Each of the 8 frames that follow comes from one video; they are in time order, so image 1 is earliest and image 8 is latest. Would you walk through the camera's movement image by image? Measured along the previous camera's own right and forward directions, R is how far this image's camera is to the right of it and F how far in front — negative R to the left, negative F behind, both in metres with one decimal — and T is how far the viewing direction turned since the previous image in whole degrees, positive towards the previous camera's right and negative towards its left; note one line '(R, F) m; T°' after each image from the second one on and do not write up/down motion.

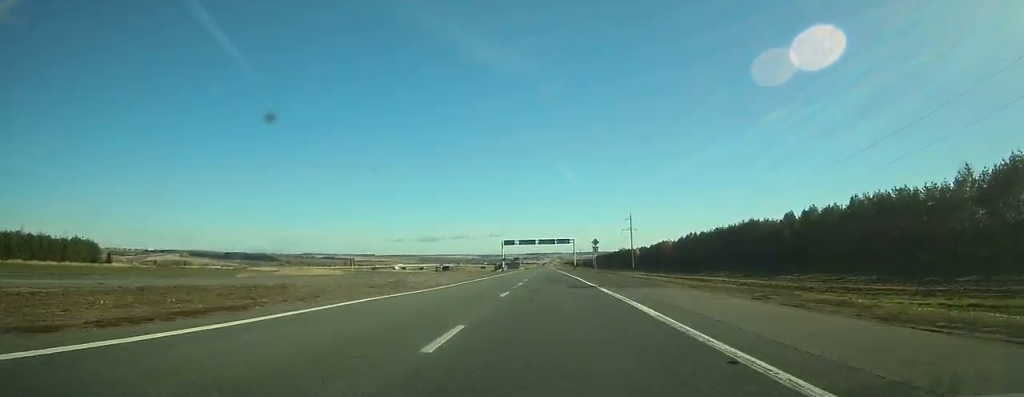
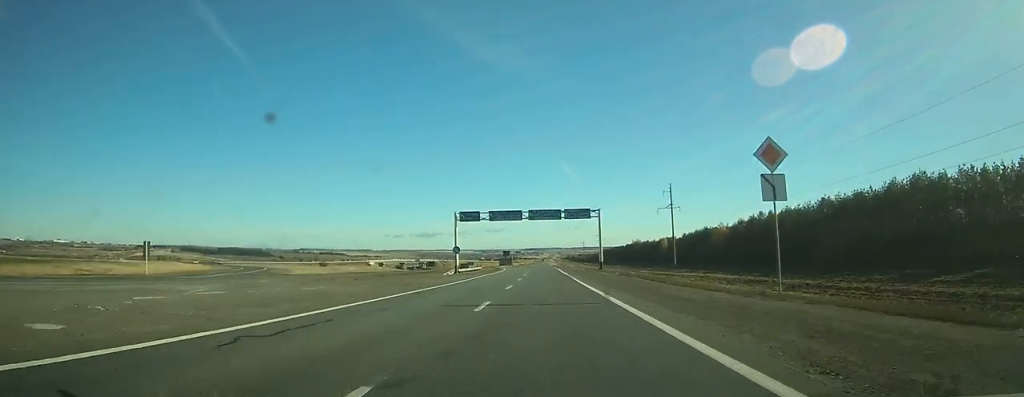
(-0.1, +96.1) m; 0°
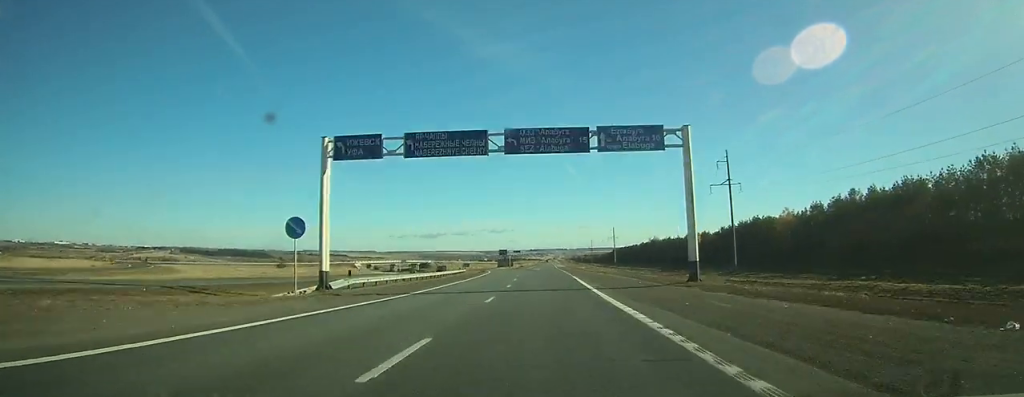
(+0.1, +50.5) m; 0°
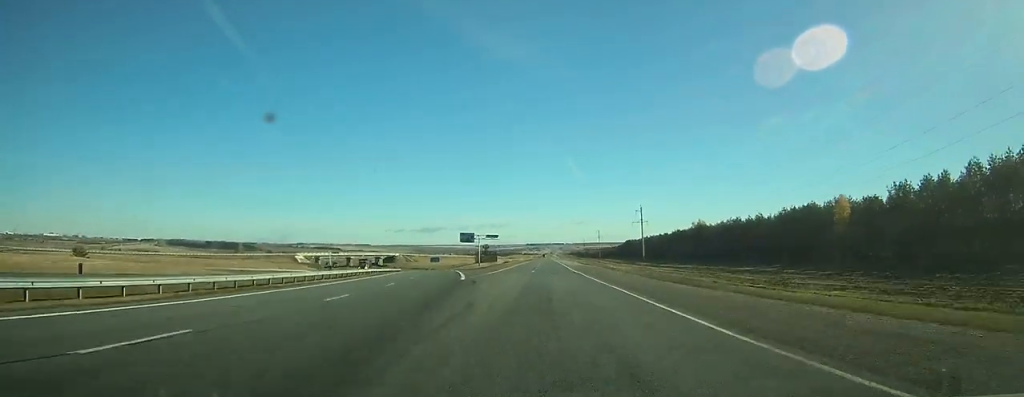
(-0.2, +98.3) m; 0°
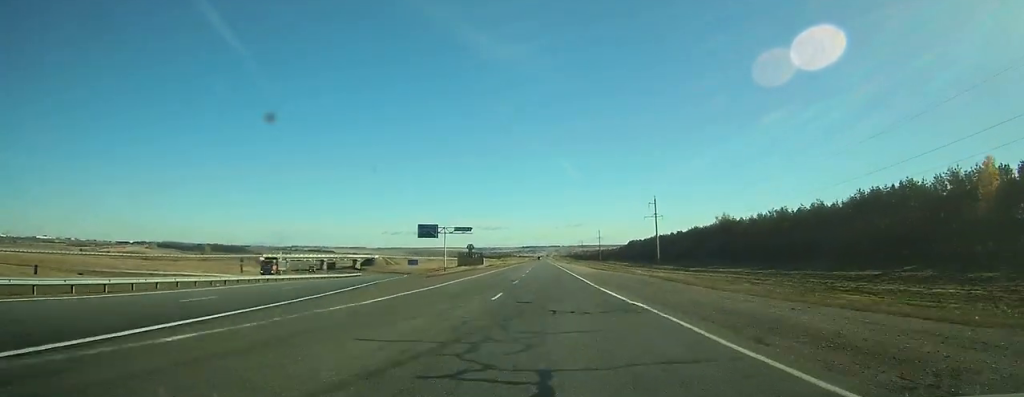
(+0.2, +36.7) m; 0°
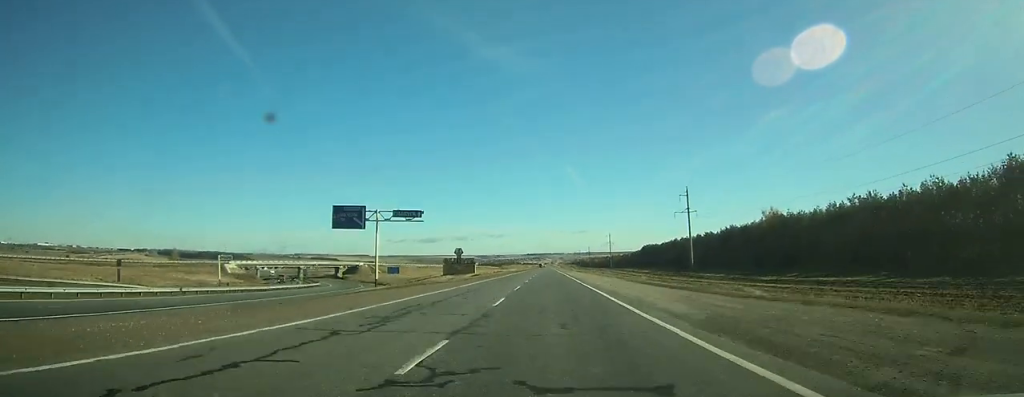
(+0.3, +36.5) m; 0°
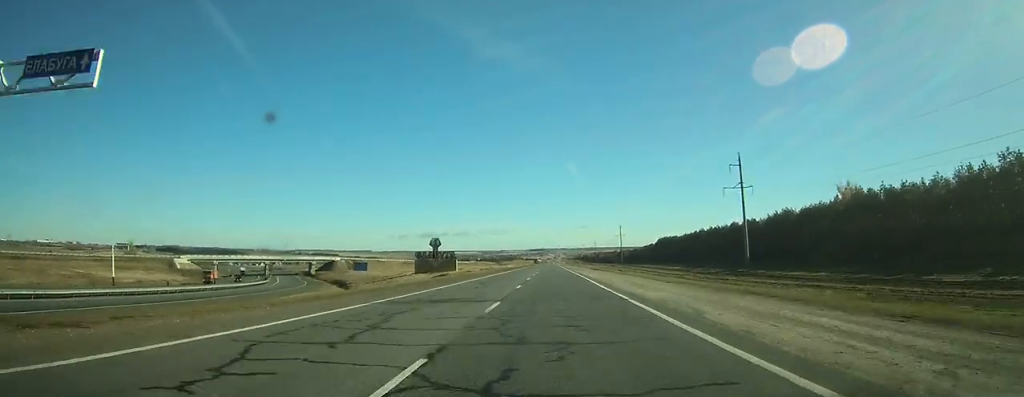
(-0.1, +38.6) m; 0°
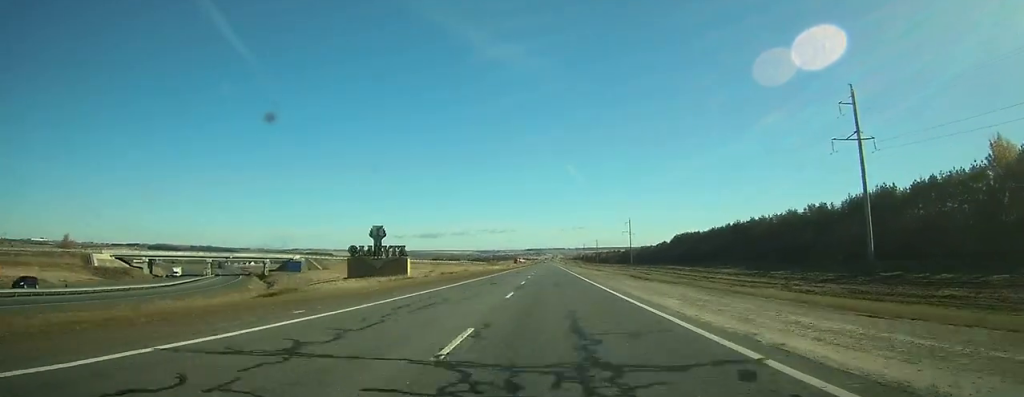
(-0.1, +42.7) m; 0°
